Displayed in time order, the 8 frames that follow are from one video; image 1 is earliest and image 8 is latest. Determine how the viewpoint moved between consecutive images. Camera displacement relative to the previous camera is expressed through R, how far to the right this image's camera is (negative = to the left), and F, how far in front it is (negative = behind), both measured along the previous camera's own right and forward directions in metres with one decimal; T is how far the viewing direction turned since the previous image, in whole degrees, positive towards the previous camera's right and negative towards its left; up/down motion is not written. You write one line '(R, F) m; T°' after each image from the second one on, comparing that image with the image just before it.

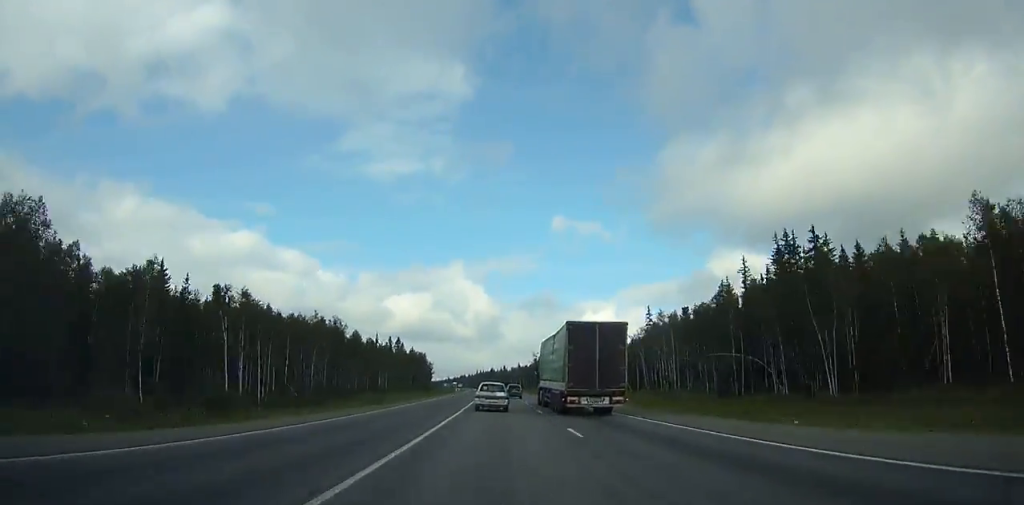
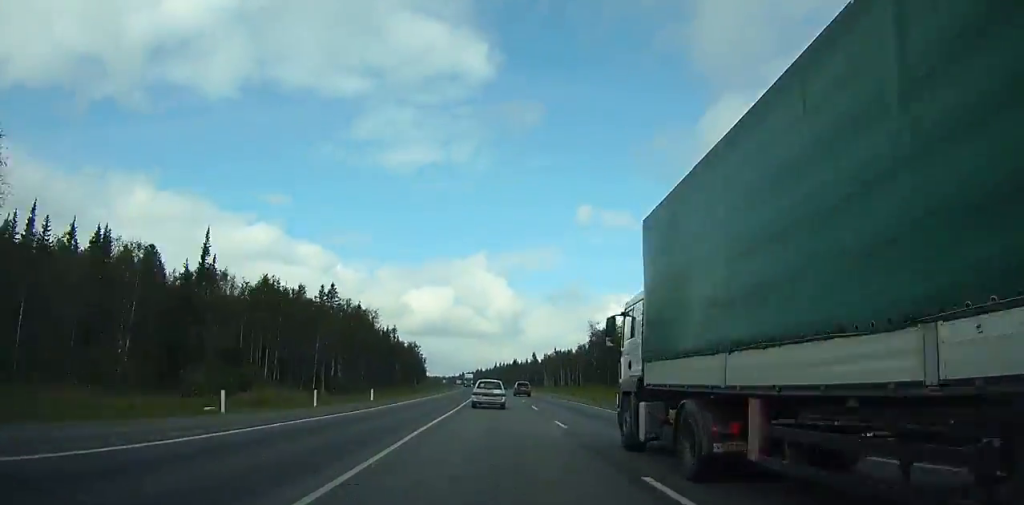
(-2.6, +128.3) m; -2°
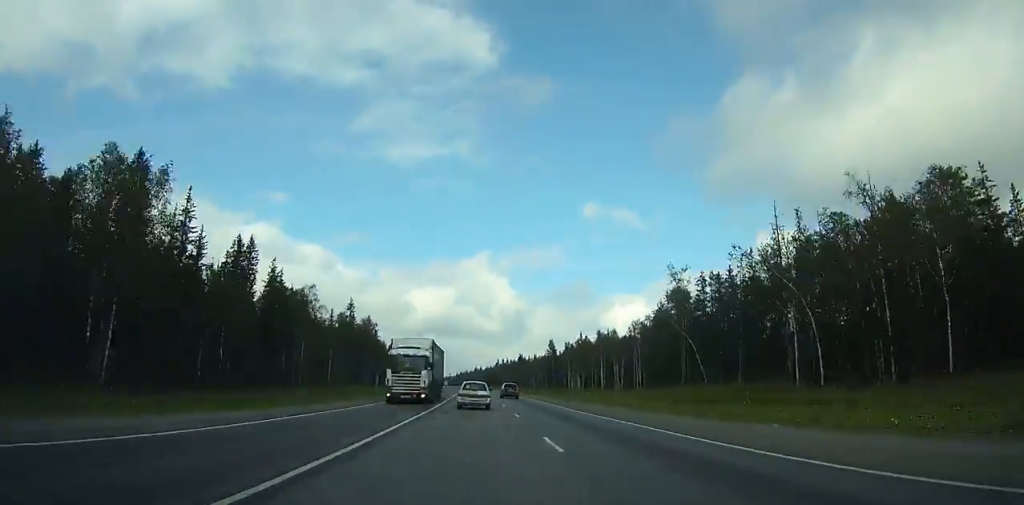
(-0.4, +76.3) m; -1°
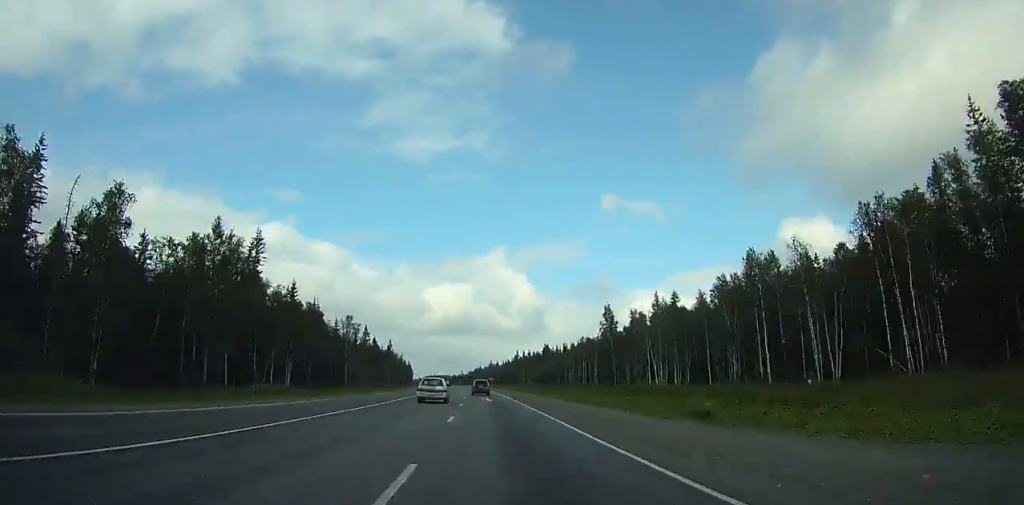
(-0.3, +76.0) m; -1°
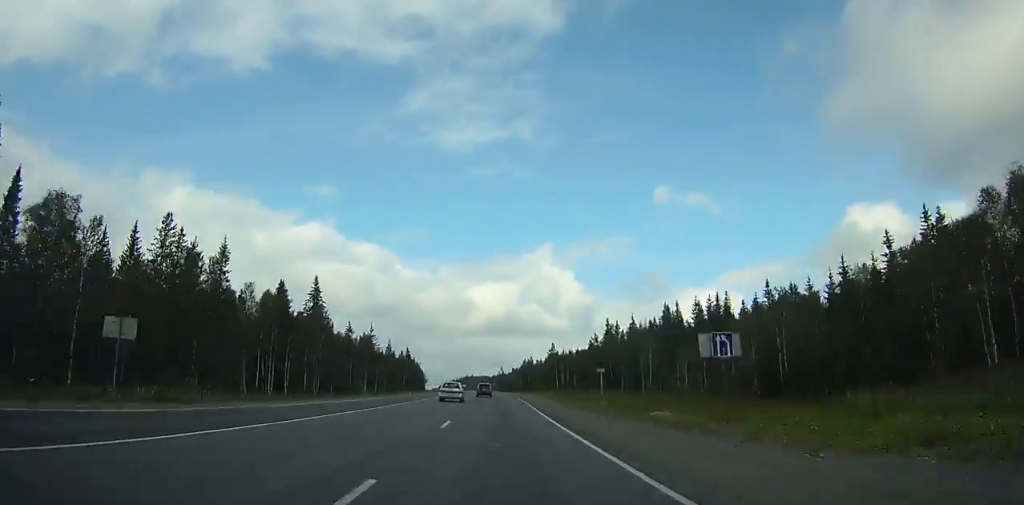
(-5.9, +161.3) m; -4°
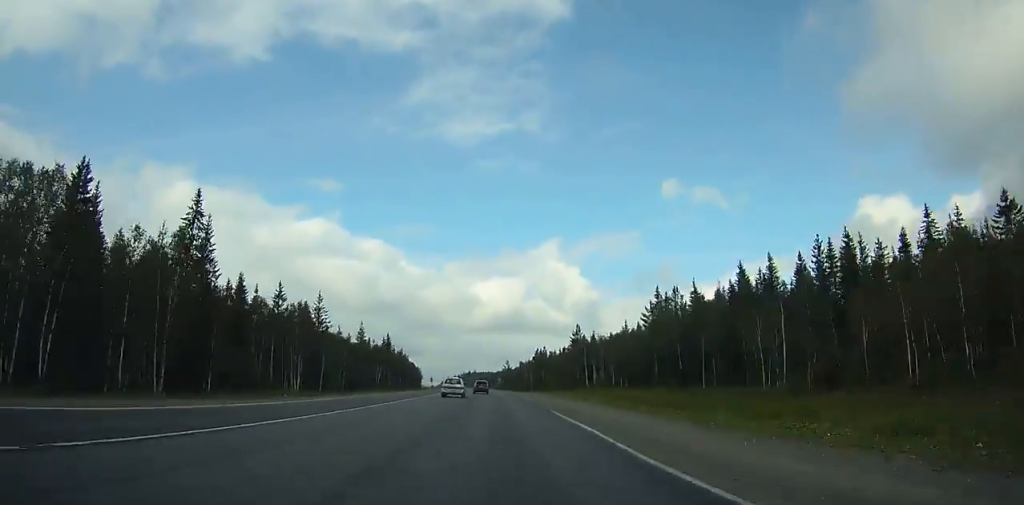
(-0.7, +45.9) m; -1°
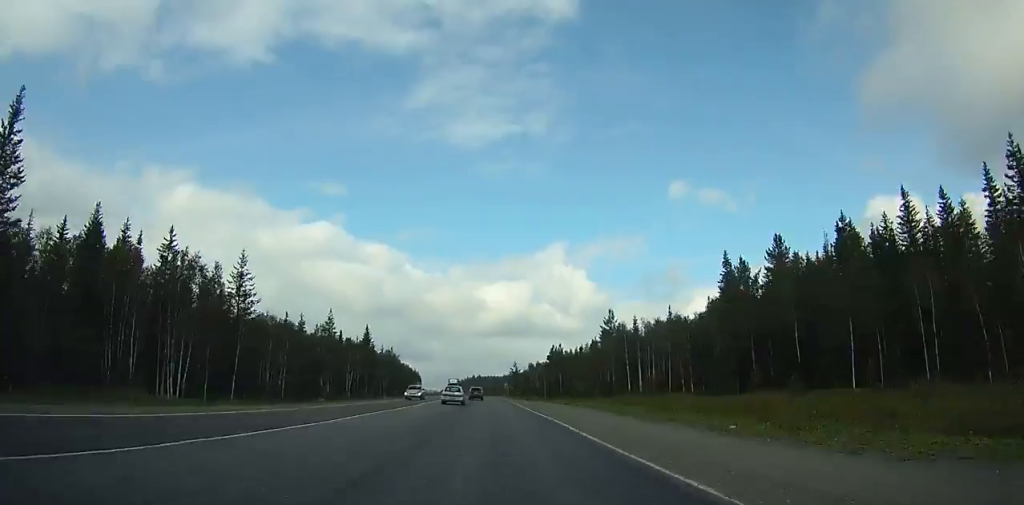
(0.0, +34.5) m; -1°
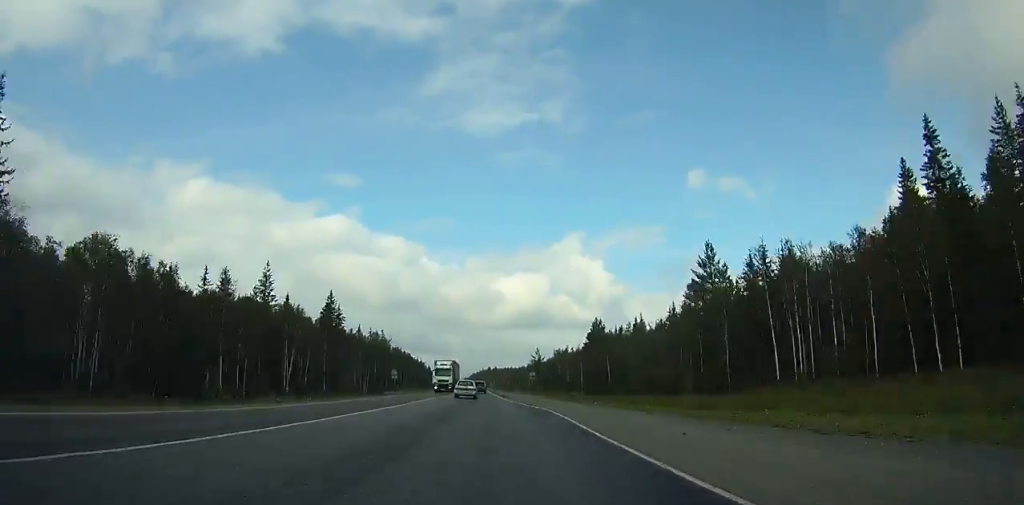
(-0.7, +40.3) m; -1°
